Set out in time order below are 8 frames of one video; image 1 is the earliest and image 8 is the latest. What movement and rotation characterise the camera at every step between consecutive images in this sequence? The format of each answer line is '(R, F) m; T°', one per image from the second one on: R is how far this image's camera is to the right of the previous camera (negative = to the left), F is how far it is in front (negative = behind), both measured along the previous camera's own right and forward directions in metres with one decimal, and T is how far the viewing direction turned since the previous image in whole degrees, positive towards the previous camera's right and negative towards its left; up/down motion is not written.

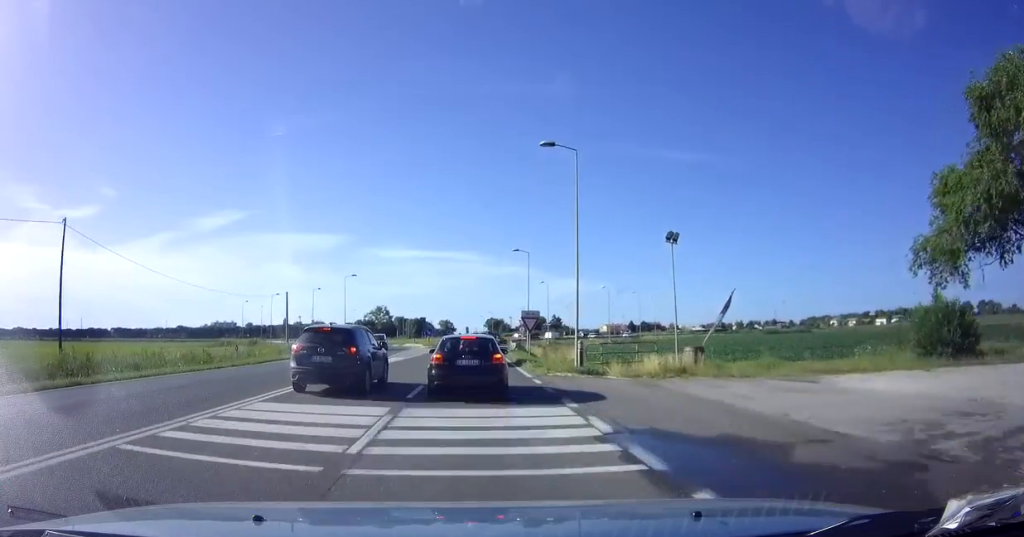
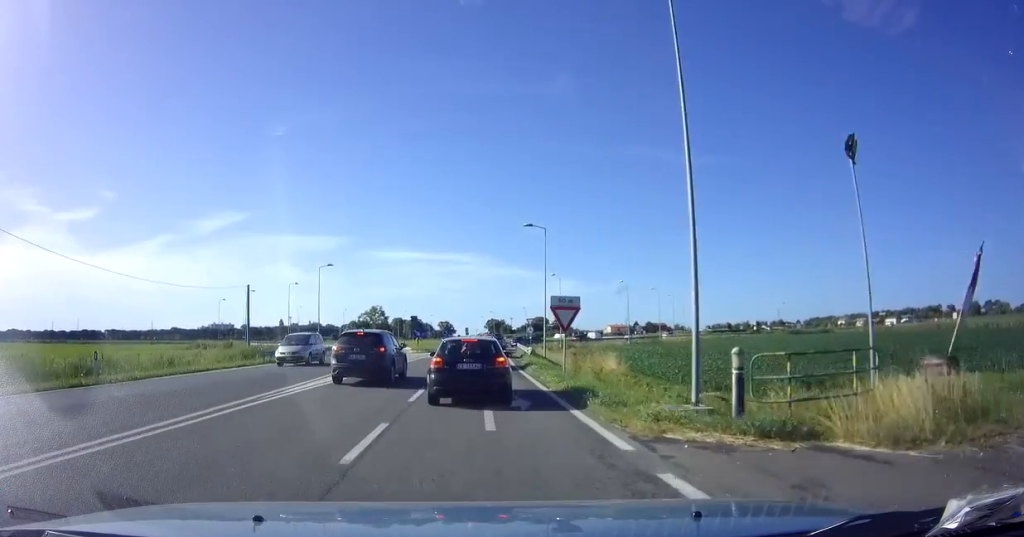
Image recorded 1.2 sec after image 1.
(0.0, +11.9) m; 0°
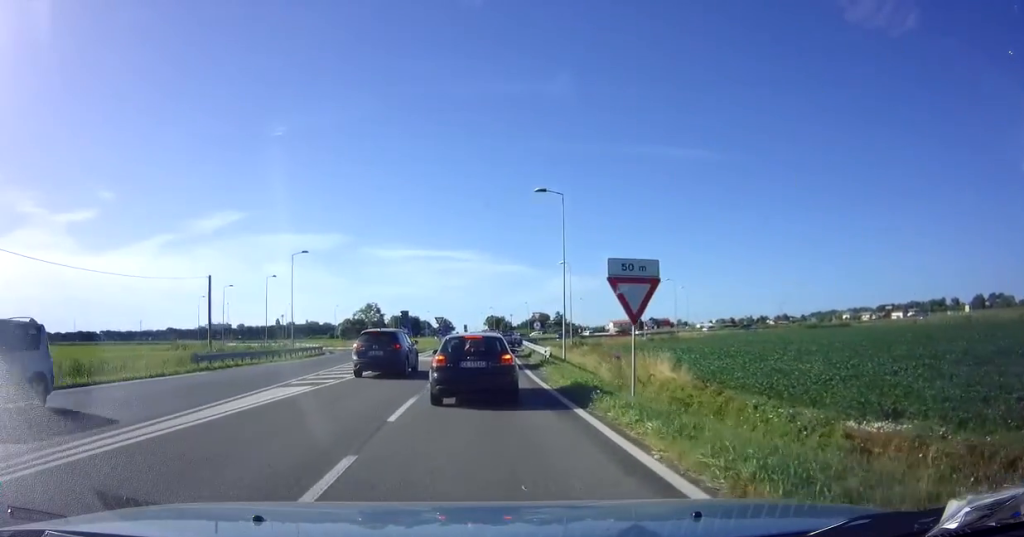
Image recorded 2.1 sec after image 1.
(0.0, +8.4) m; 0°
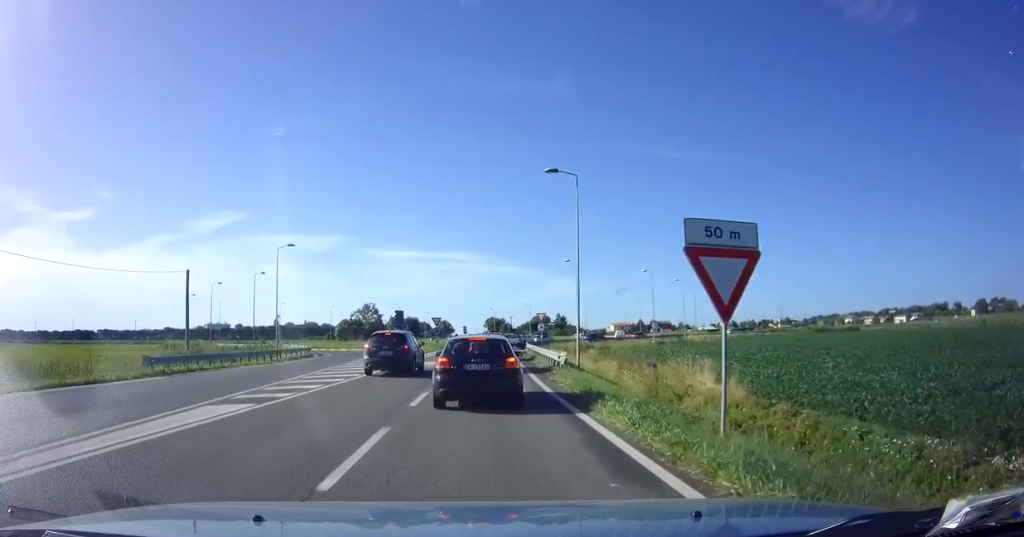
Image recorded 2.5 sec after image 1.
(0.0, +4.2) m; 0°
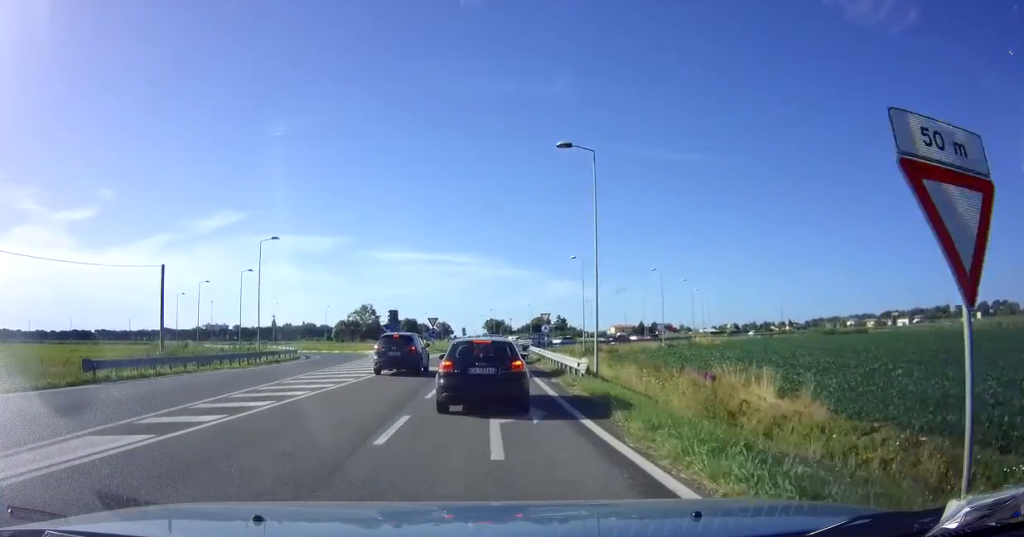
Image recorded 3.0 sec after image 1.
(+0.1, +4.1) m; 0°
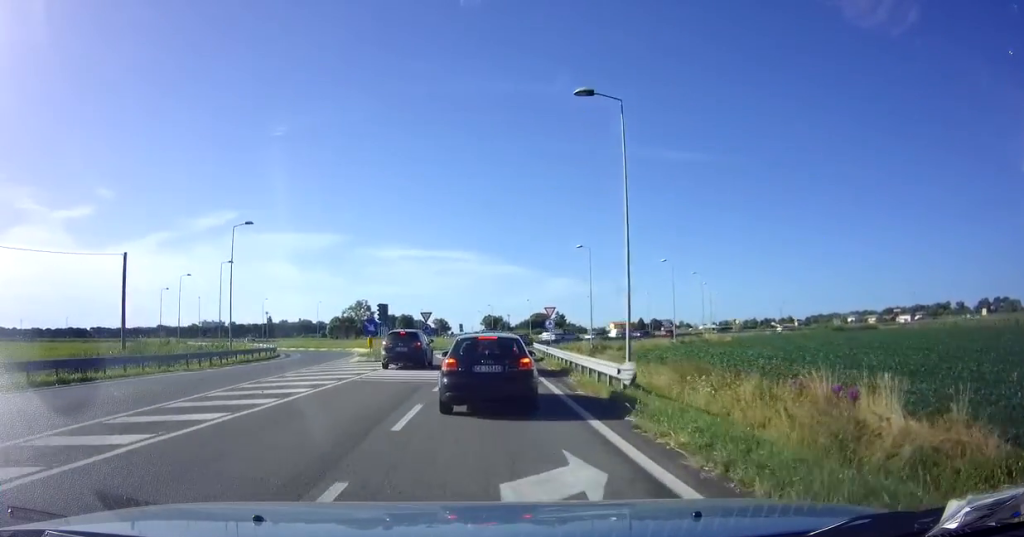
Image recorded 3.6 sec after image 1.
(0.0, +4.7) m; +1°
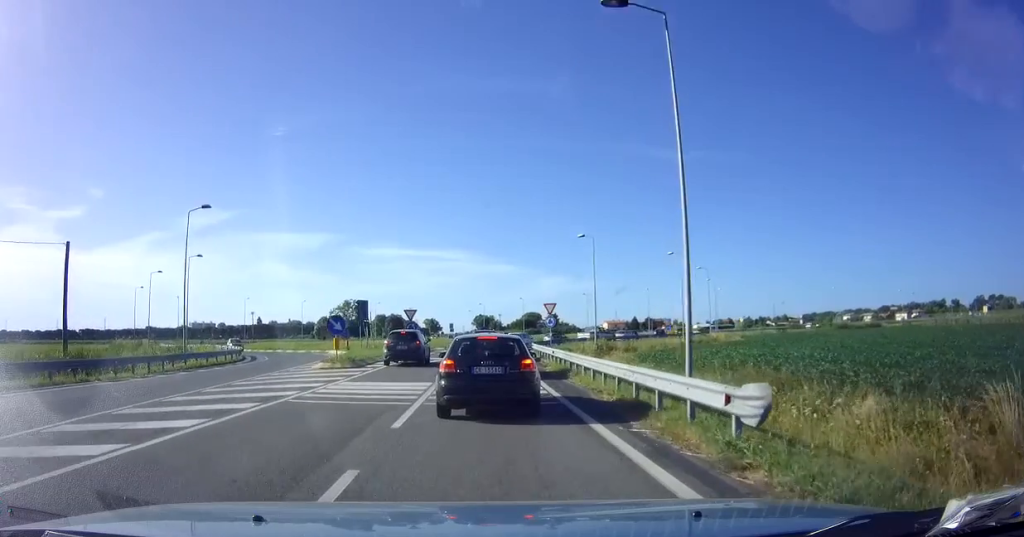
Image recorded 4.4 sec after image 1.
(0.0, +5.5) m; 0°
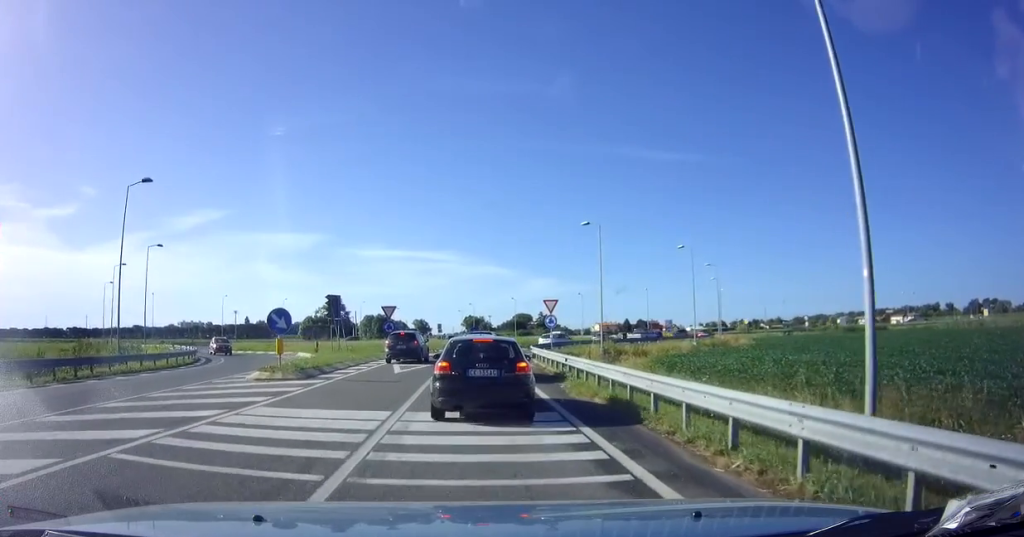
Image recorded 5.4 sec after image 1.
(+0.1, +6.2) m; +1°
